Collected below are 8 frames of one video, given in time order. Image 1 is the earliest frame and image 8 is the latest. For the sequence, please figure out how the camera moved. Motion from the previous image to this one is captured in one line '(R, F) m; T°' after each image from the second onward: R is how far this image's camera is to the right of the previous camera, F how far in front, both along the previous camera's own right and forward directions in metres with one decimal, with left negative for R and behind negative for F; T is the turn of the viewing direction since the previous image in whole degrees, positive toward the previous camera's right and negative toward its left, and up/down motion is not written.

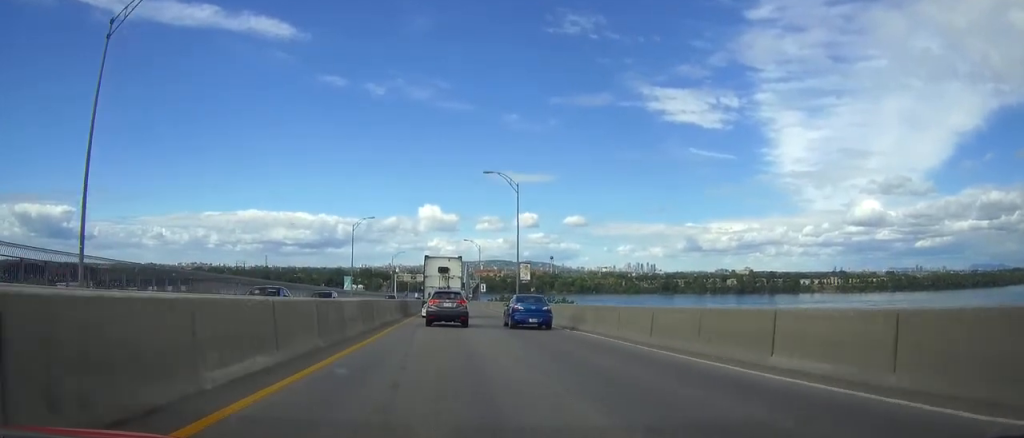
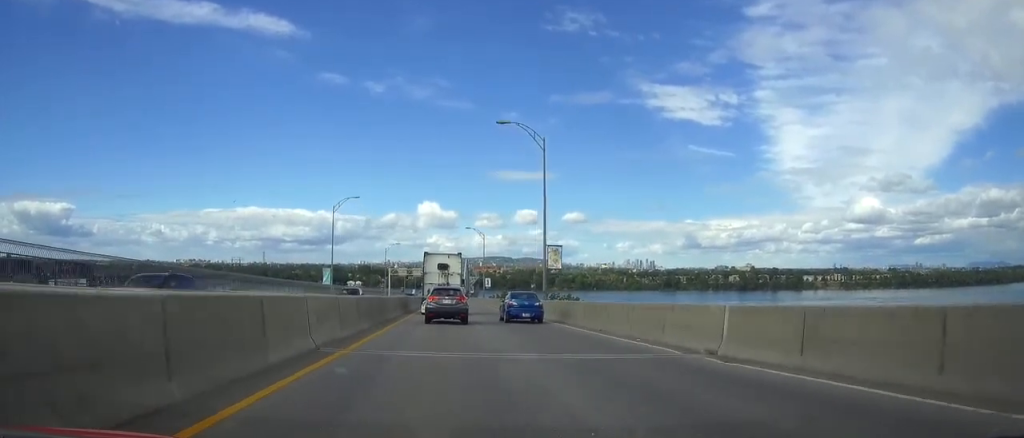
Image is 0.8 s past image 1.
(0.0, +15.5) m; 0°
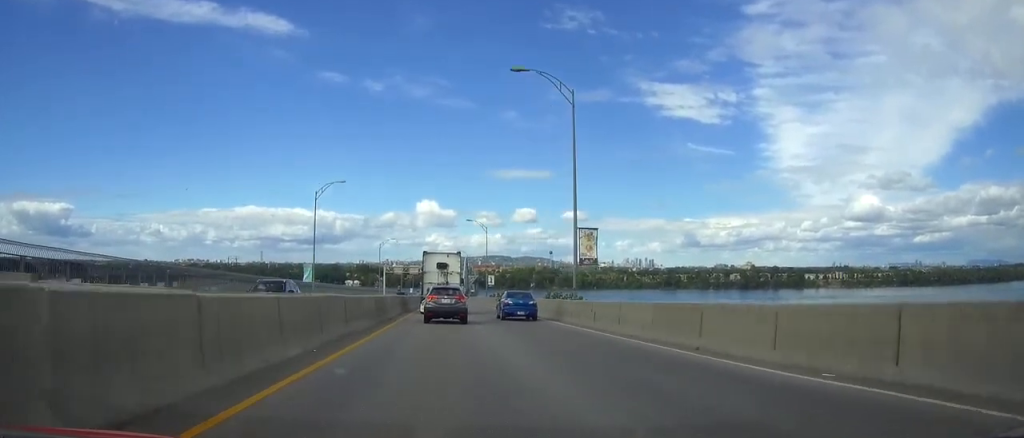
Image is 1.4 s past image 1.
(0.0, +10.1) m; 0°
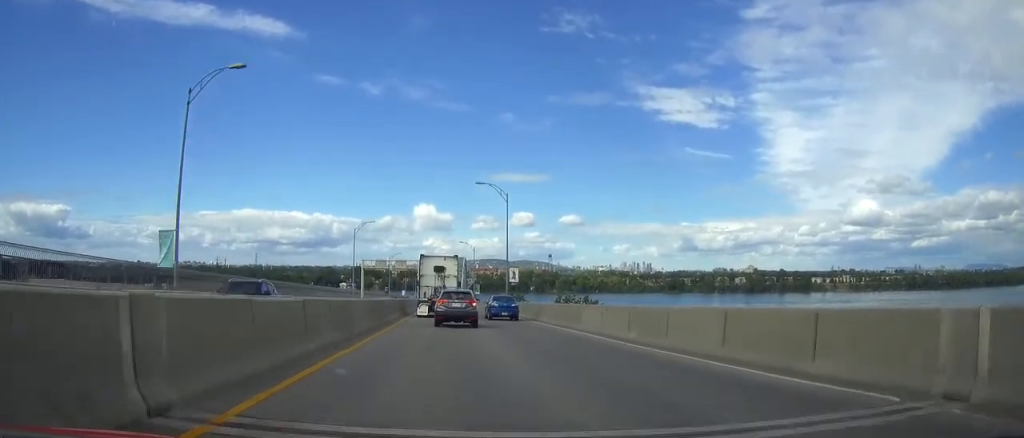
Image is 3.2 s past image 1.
(+0.2, +34.8) m; +1°
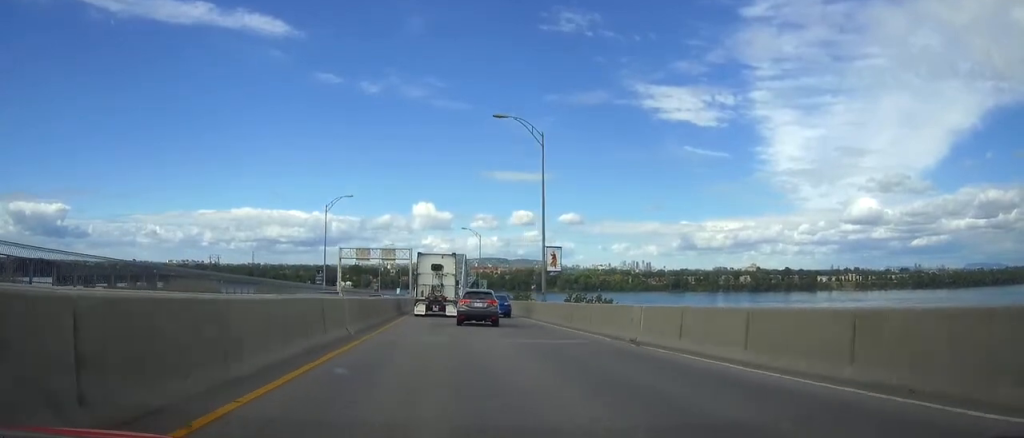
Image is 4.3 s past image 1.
(0.0, +23.2) m; 0°
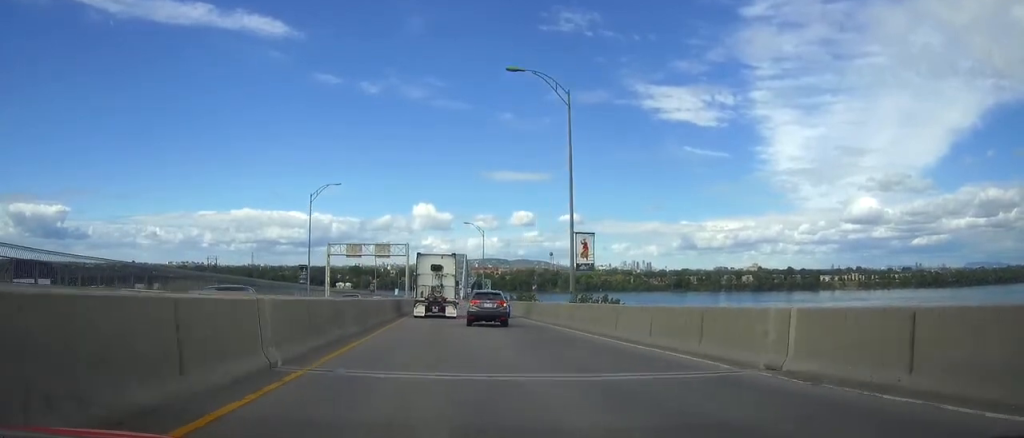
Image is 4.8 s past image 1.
(0.0, +8.7) m; 0°
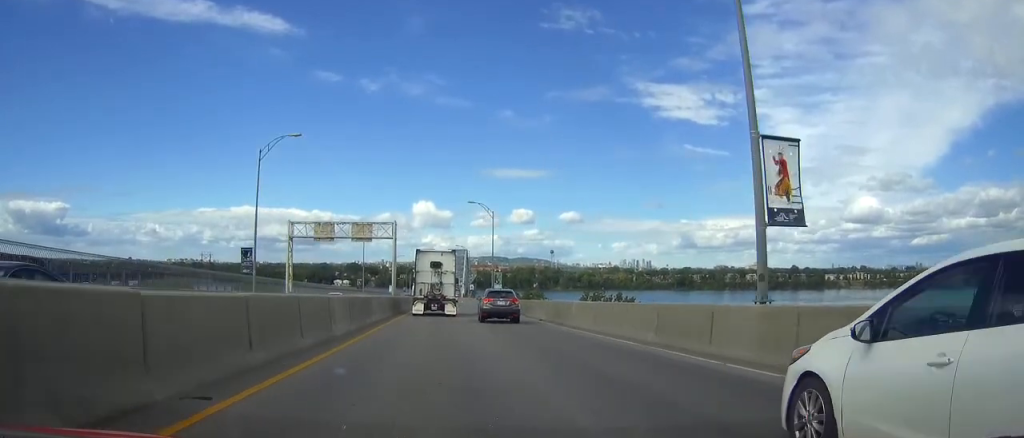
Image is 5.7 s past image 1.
(0.0, +19.0) m; 0°
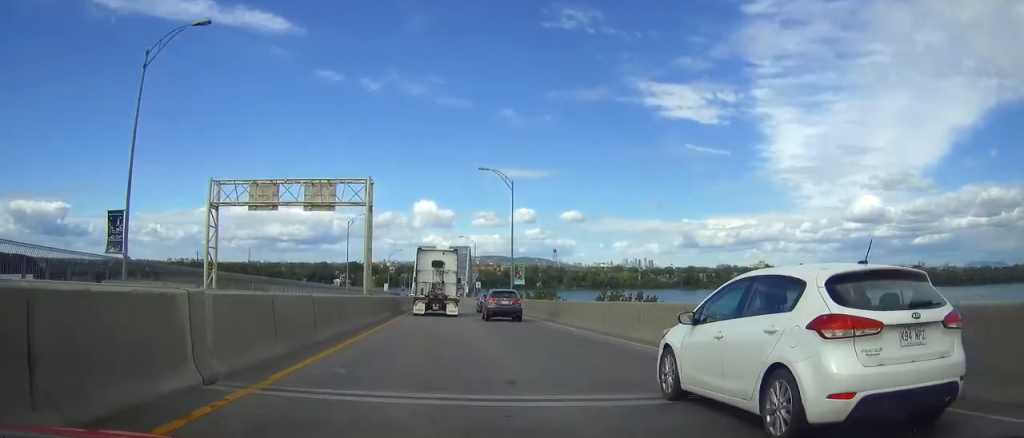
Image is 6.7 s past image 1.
(0.0, +20.5) m; 0°
